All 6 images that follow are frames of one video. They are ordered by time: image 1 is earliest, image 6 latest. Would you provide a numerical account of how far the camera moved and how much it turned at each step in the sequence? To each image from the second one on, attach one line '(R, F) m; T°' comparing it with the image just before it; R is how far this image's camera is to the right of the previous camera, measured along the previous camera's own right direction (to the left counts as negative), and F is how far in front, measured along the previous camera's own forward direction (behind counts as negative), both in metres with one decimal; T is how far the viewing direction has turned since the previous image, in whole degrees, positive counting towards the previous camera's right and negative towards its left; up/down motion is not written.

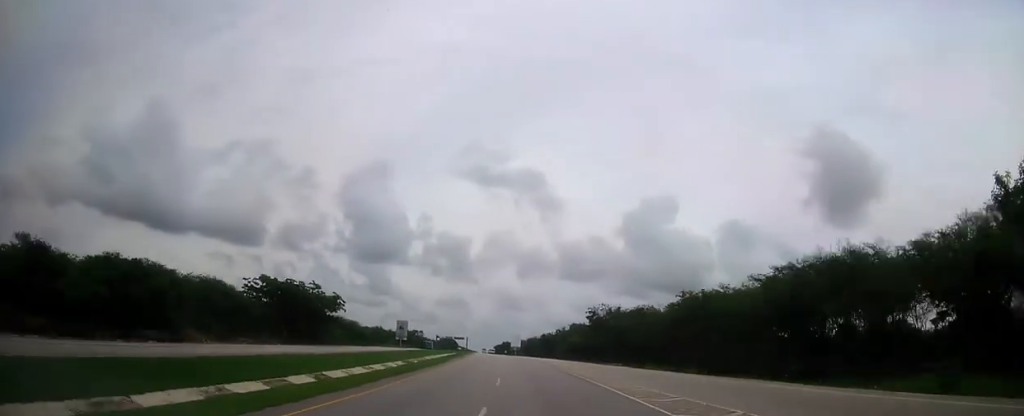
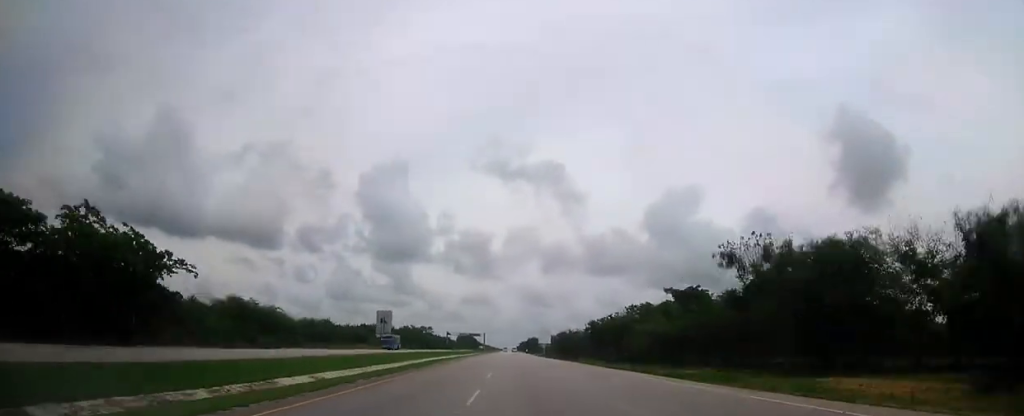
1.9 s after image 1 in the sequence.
(-1.2, +55.8) m; -2°
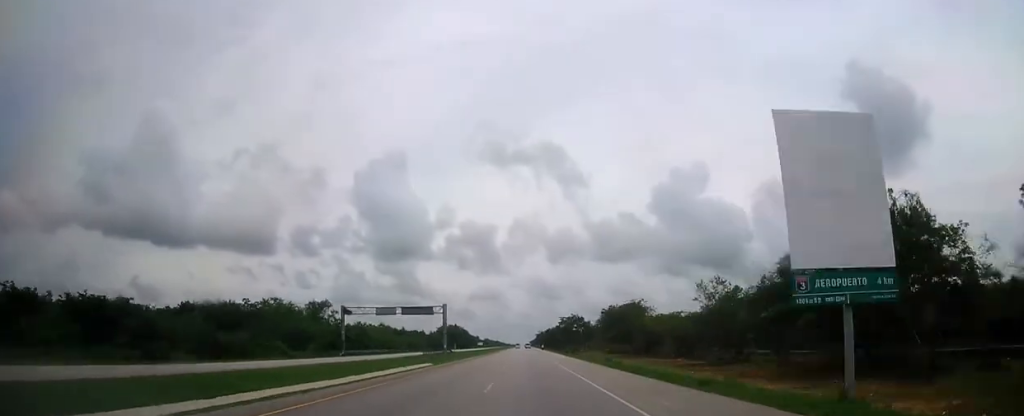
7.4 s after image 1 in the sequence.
(-4.1, +164.2) m; -2°
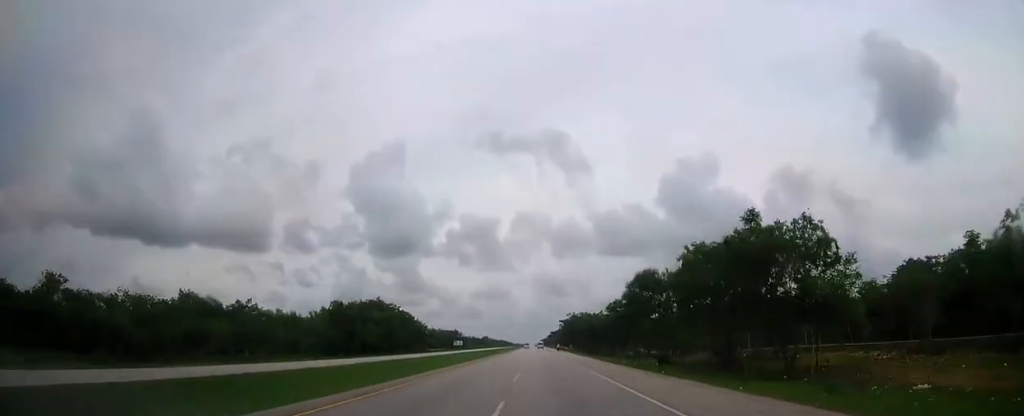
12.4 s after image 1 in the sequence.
(-0.8, +151.2) m; -1°
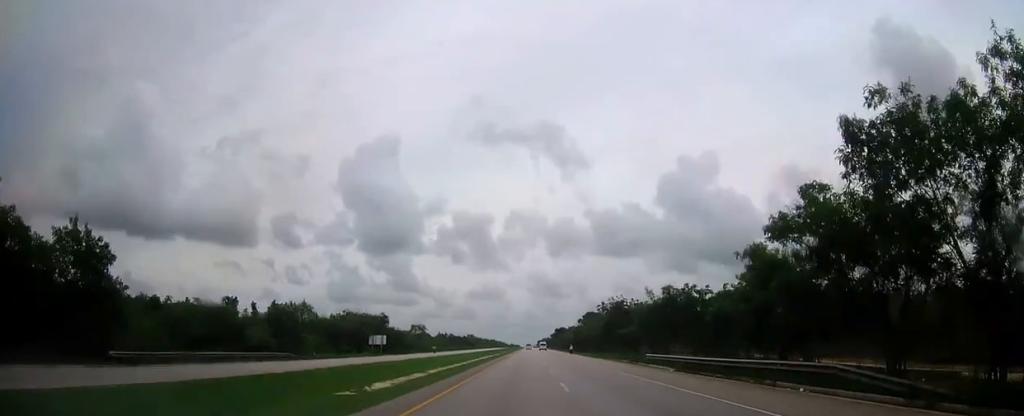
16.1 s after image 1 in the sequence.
(-0.1, +112.3) m; 0°
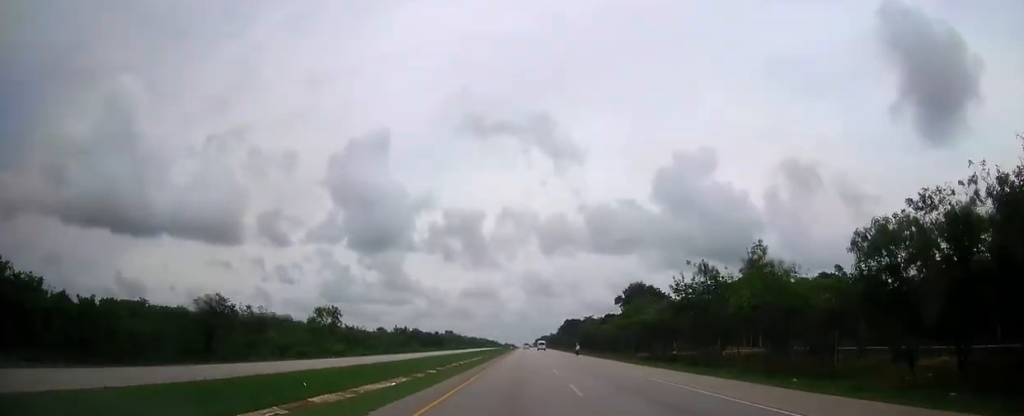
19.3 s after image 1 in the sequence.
(+0.4, +98.8) m; 0°
